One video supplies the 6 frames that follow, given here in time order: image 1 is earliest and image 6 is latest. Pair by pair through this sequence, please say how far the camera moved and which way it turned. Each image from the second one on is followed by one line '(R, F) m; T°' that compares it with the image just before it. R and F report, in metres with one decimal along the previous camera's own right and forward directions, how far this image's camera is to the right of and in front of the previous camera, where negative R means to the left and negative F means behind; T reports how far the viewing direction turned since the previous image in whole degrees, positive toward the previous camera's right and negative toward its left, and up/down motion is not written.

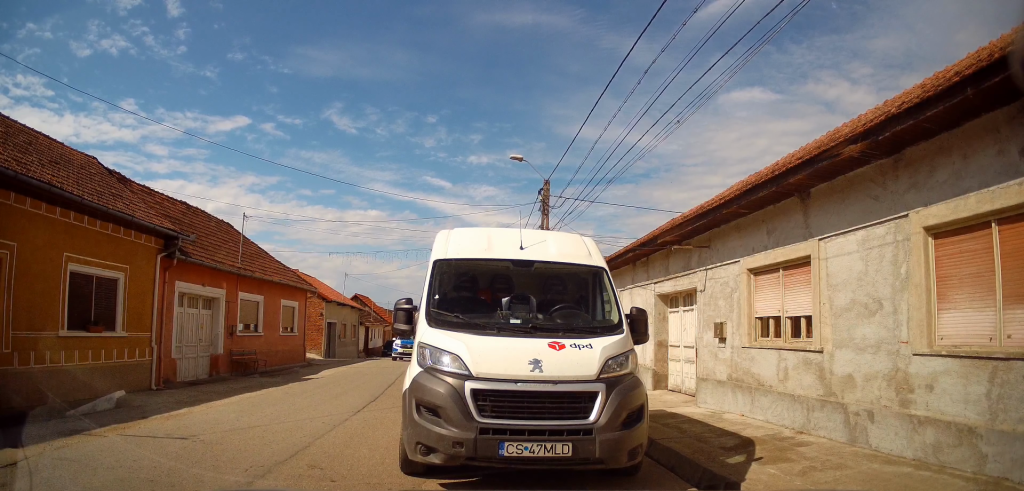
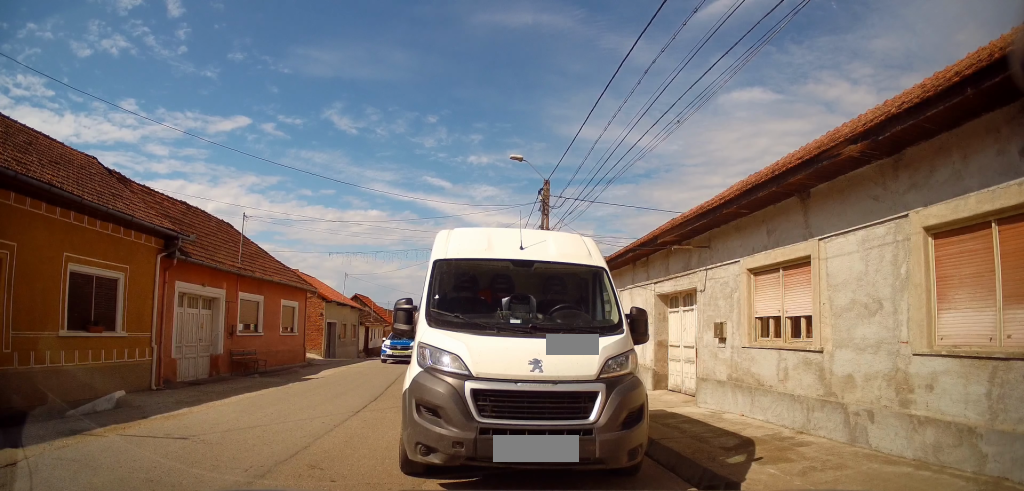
(0.0, 0.0) m; 0°
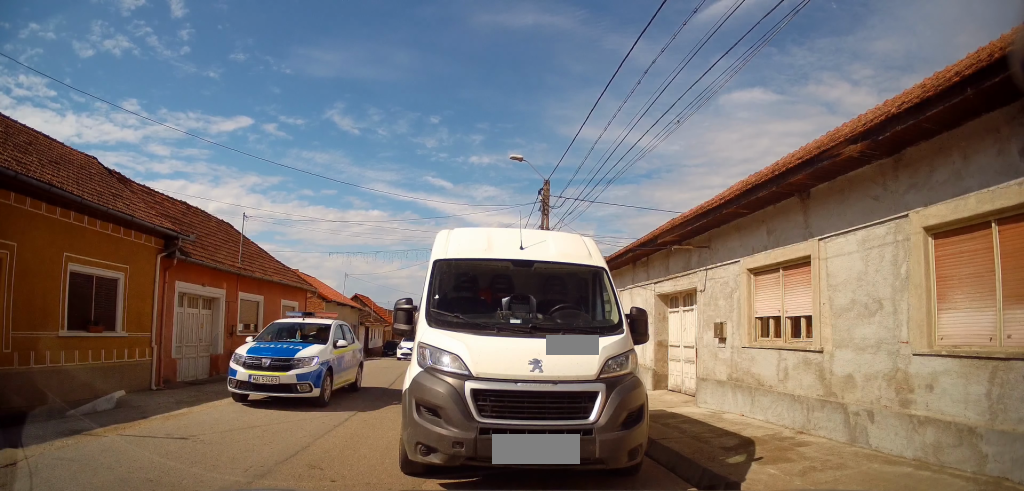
(0.0, 0.0) m; 0°
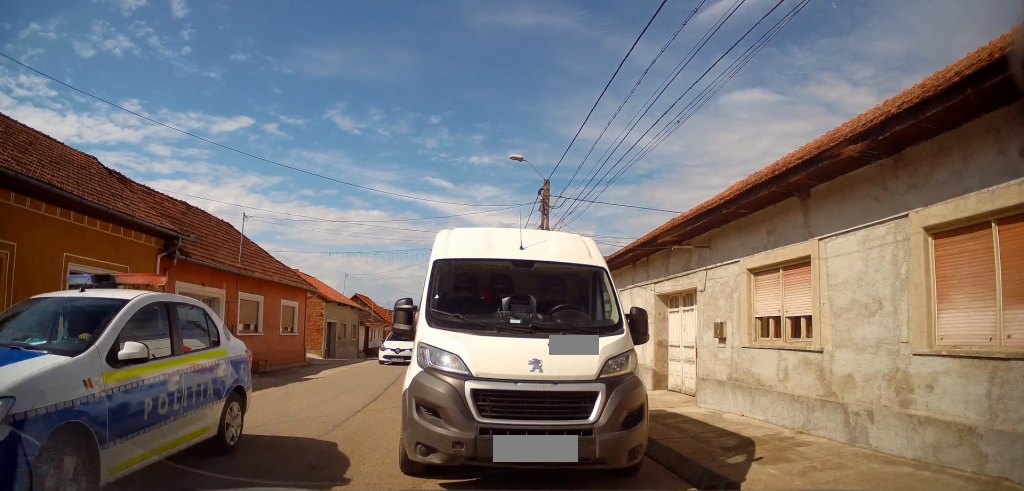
(0.0, 0.0) m; 0°
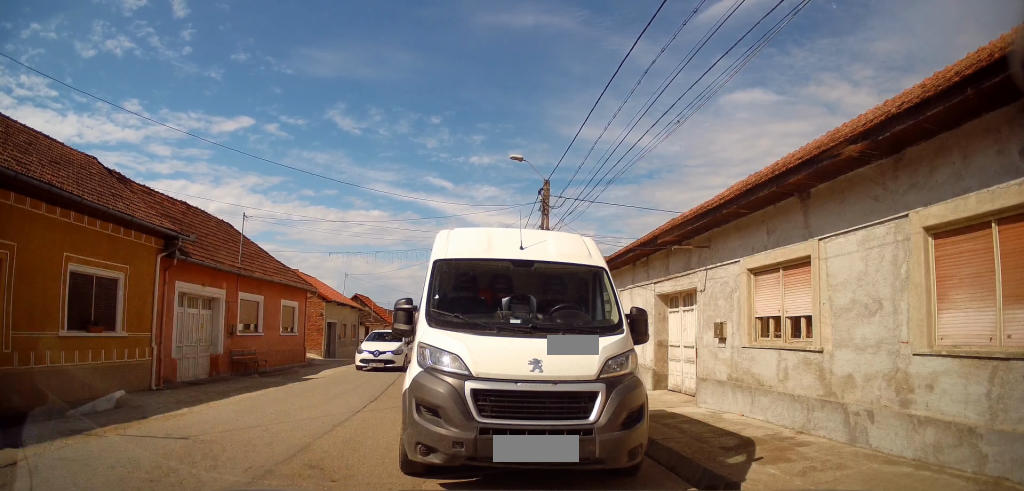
(0.0, 0.0) m; 0°
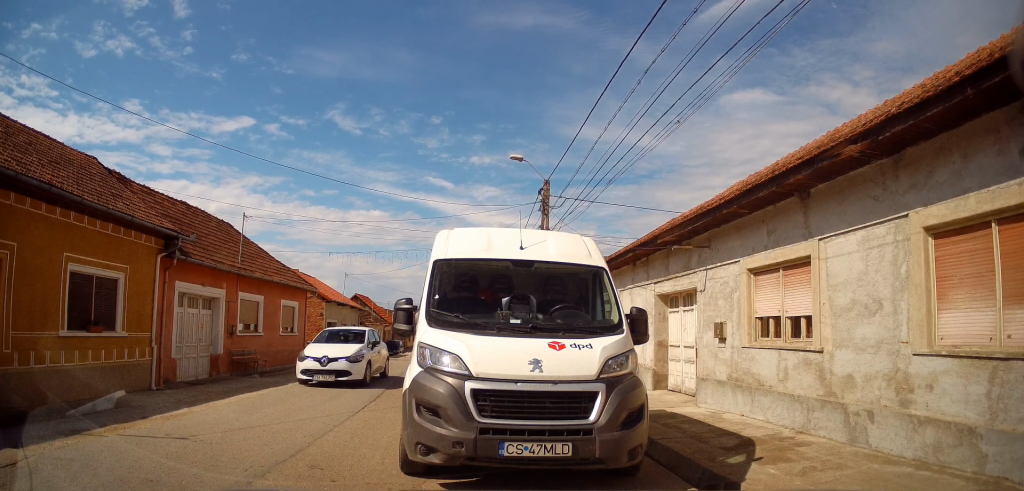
(0.0, 0.0) m; 0°
